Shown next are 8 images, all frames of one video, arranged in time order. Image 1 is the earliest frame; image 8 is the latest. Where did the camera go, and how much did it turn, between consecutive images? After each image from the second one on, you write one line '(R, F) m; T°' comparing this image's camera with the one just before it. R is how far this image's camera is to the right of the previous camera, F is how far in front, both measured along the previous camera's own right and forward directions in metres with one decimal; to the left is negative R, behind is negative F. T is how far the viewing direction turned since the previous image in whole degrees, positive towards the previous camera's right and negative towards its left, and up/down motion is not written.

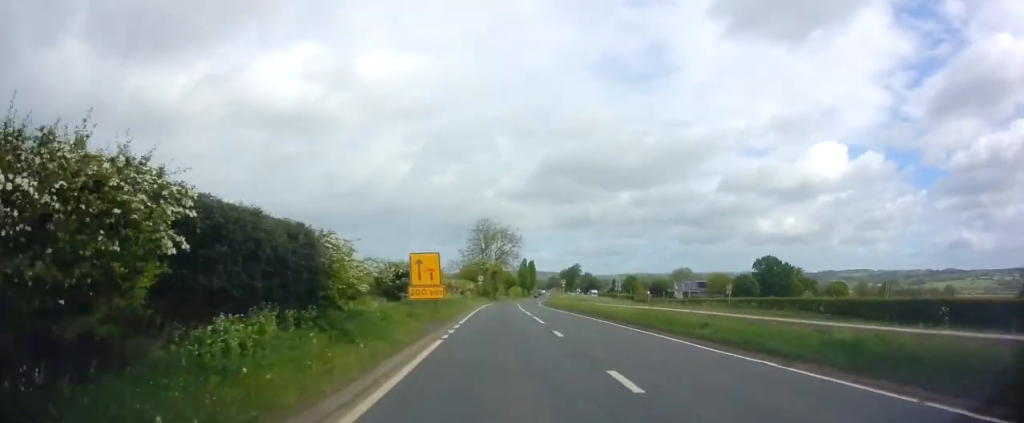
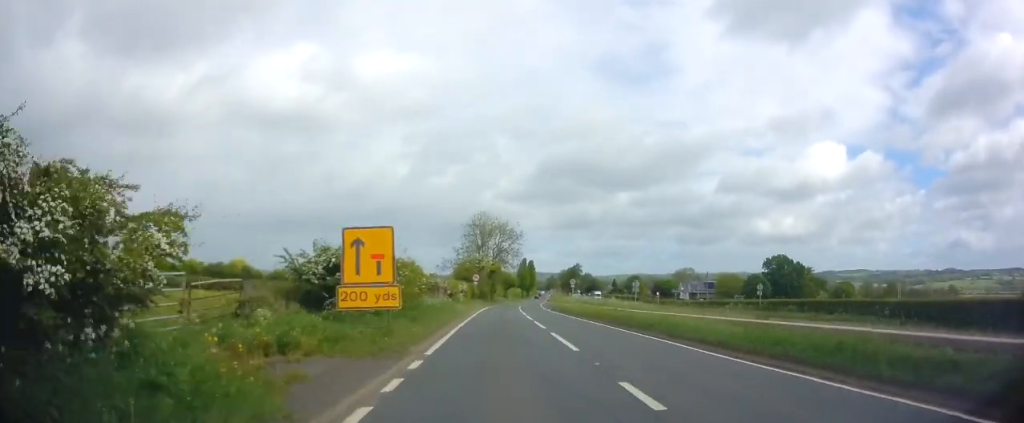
(0.0, +9.5) m; 0°
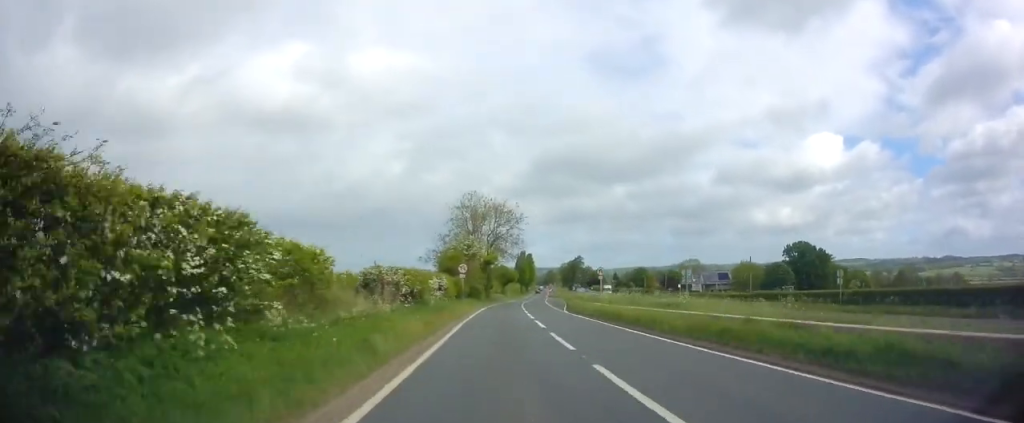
(+0.3, +17.0) m; +1°
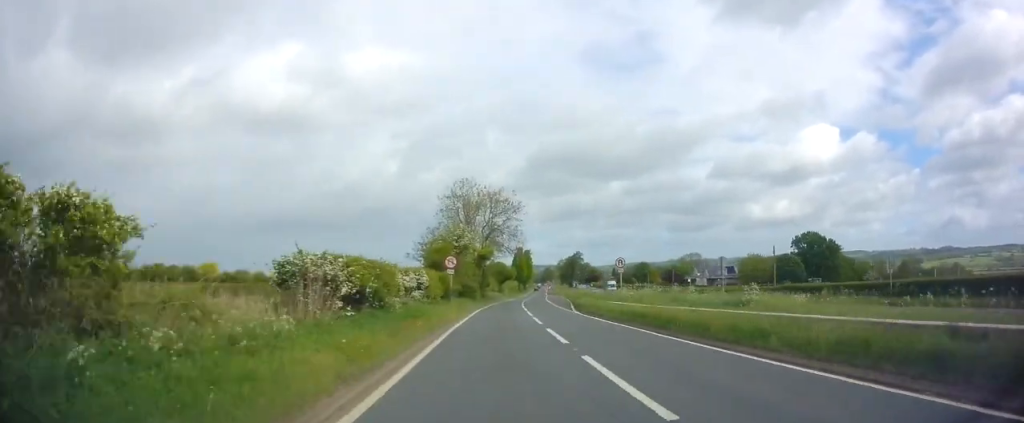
(0.0, +7.6) m; 0°
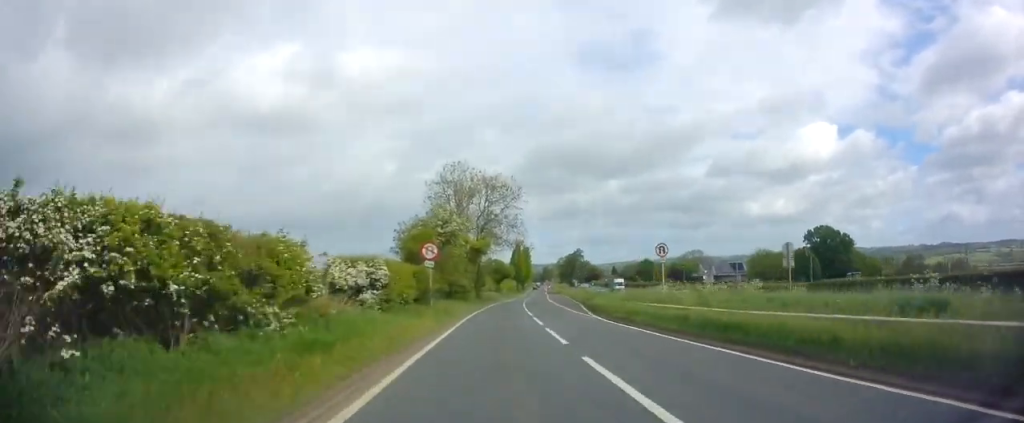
(0.0, +8.9) m; 0°
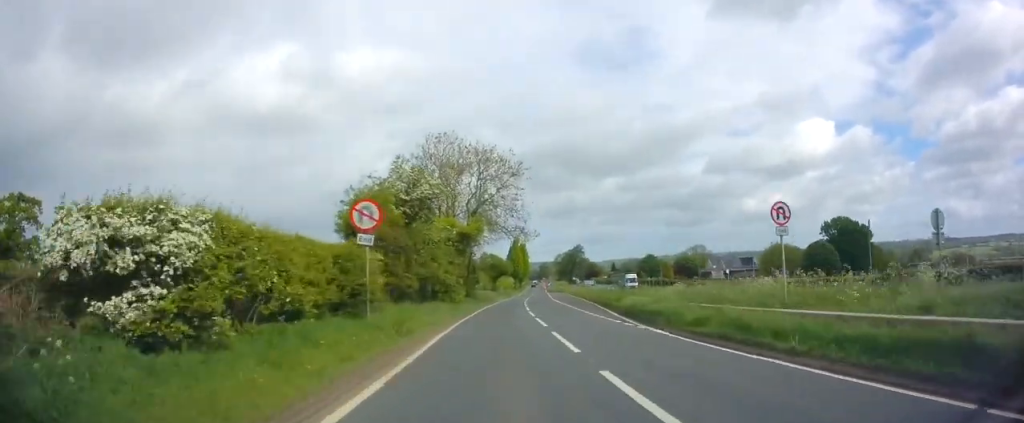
(0.0, +10.9) m; +1°
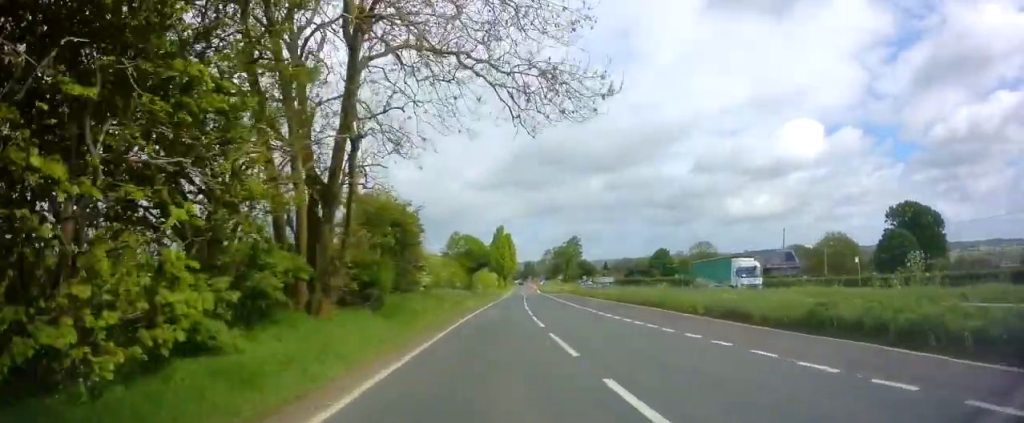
(+0.6, +35.5) m; +2°
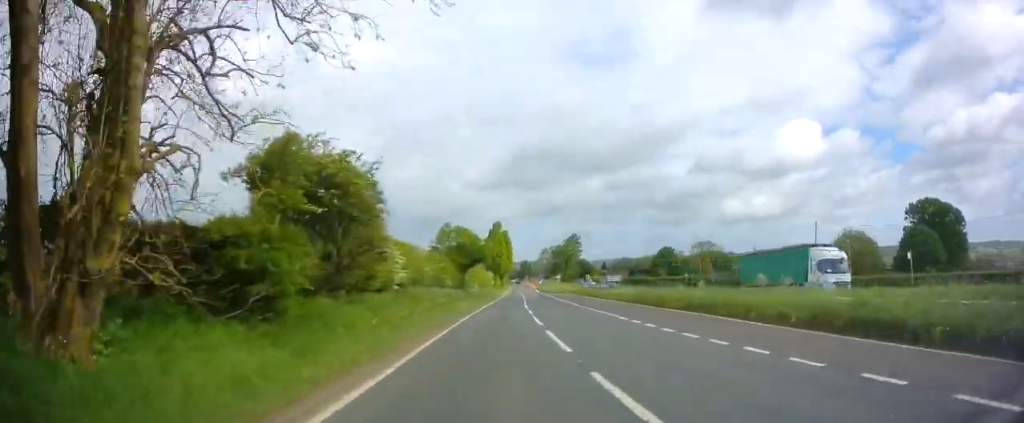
(0.0, +8.1) m; 0°
